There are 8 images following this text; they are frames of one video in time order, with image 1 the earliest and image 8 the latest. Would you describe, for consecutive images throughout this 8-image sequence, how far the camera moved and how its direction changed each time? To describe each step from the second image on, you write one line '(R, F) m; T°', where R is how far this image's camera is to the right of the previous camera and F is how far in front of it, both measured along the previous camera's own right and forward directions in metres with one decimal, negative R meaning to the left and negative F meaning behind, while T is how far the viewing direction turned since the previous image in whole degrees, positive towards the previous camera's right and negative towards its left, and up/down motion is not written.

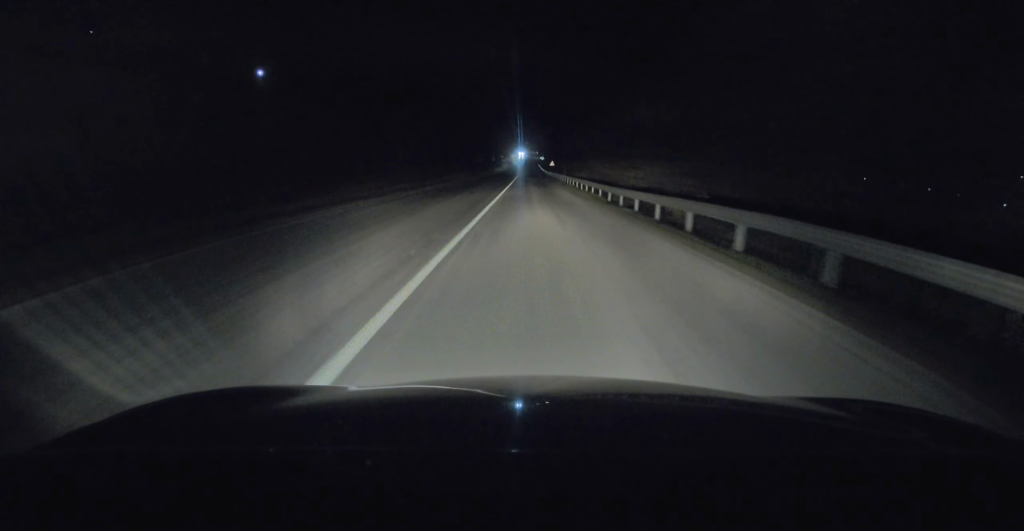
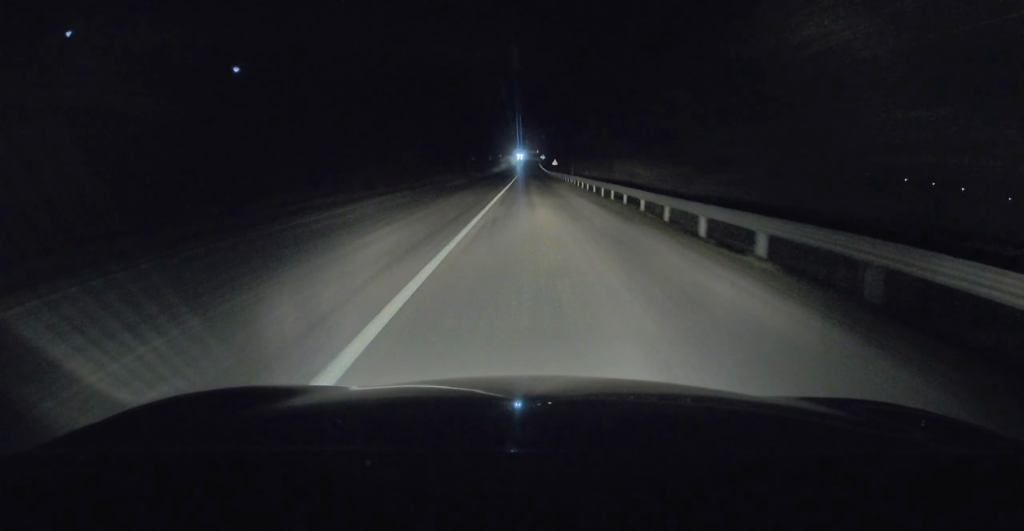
(0.0, +12.7) m; 0°
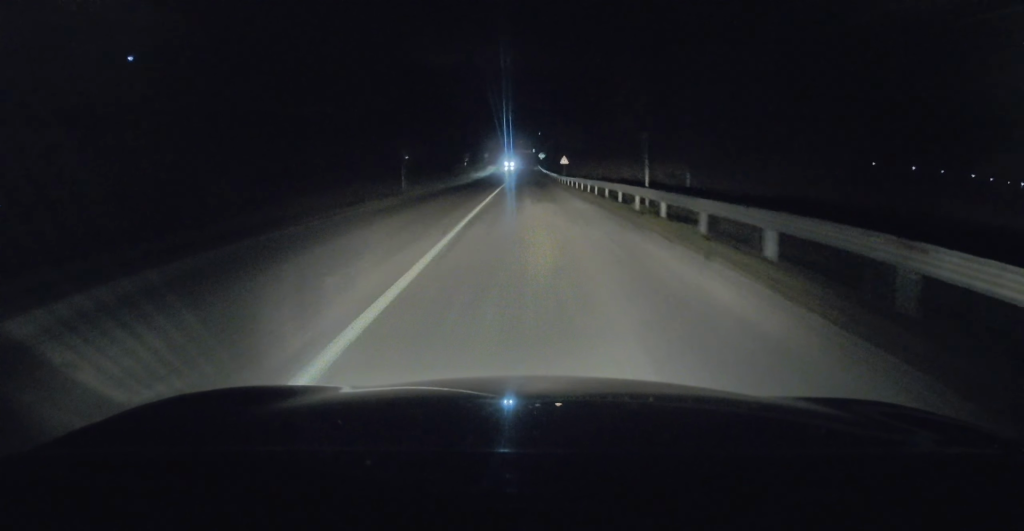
(0.0, +39.1) m; 0°
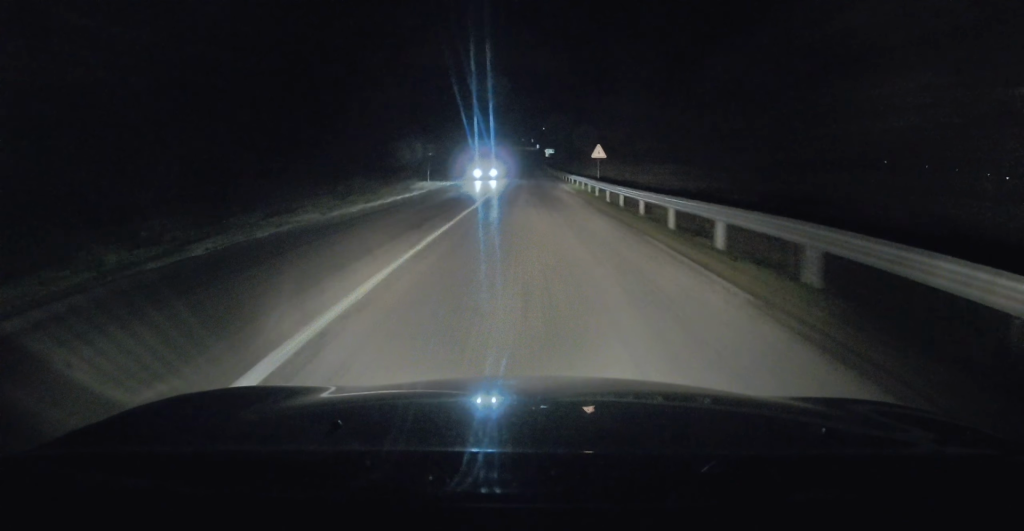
(+0.1, +32.2) m; 0°
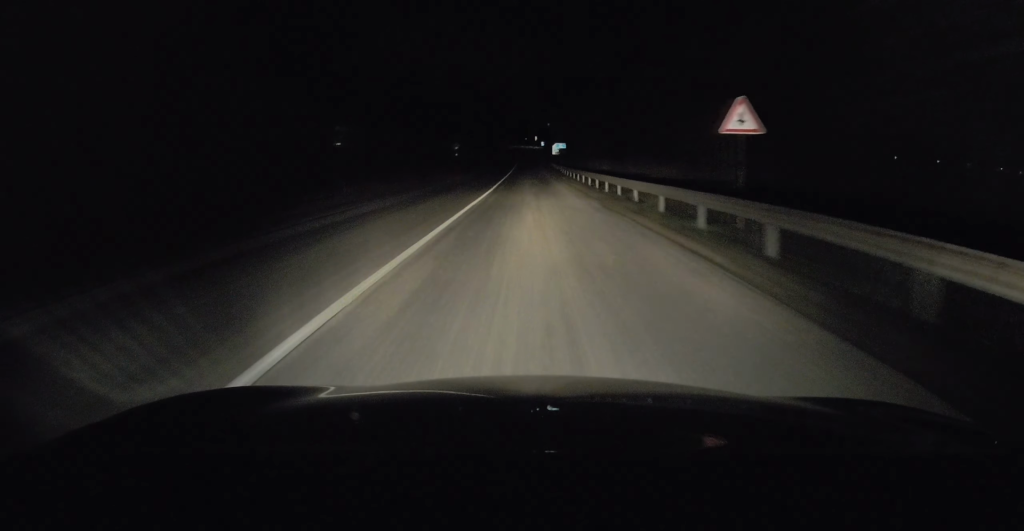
(0.0, +25.0) m; 0°
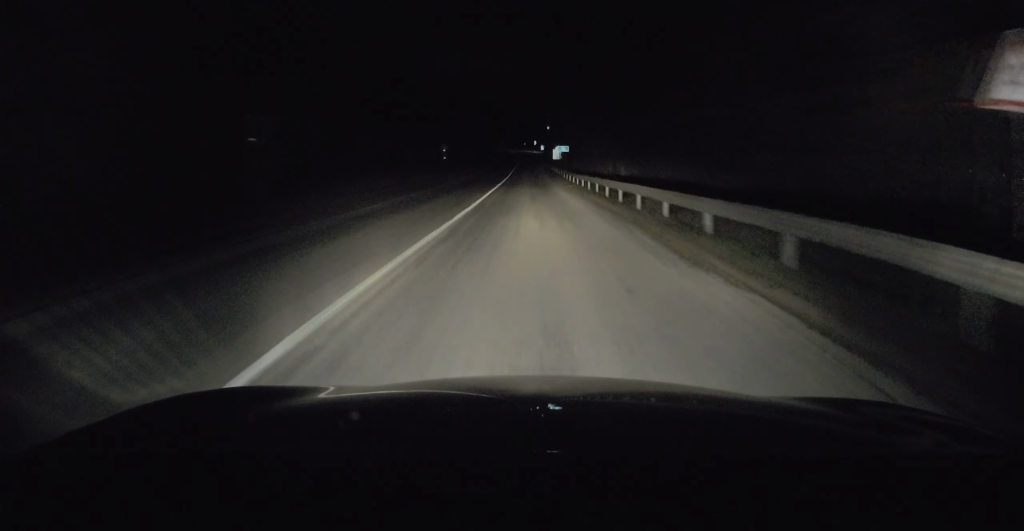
(0.0, +8.3) m; 0°
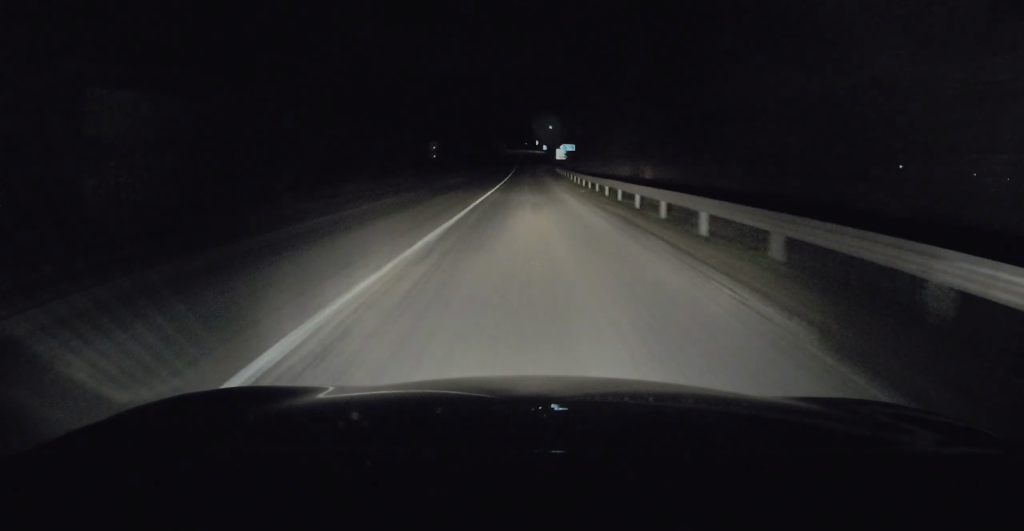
(0.0, +7.1) m; 0°
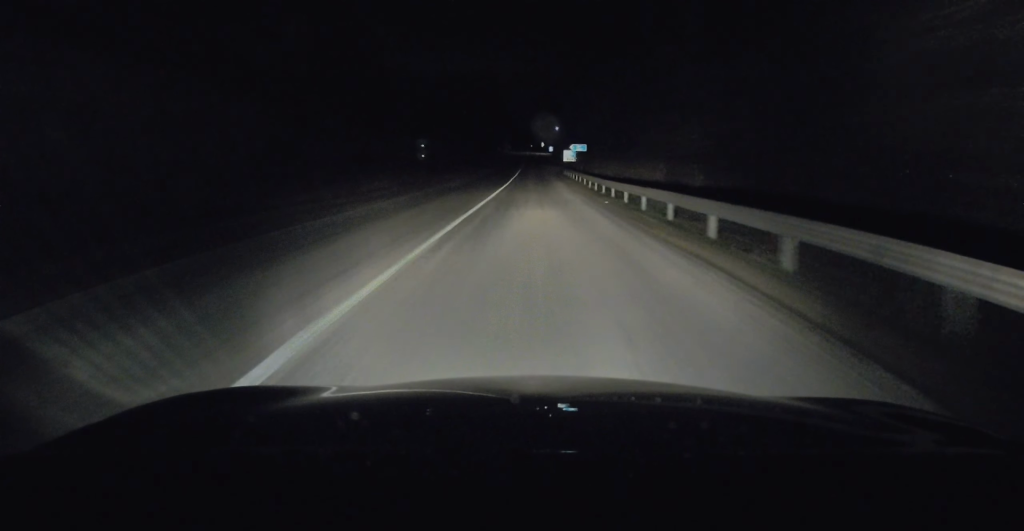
(0.0, +7.8) m; 0°
